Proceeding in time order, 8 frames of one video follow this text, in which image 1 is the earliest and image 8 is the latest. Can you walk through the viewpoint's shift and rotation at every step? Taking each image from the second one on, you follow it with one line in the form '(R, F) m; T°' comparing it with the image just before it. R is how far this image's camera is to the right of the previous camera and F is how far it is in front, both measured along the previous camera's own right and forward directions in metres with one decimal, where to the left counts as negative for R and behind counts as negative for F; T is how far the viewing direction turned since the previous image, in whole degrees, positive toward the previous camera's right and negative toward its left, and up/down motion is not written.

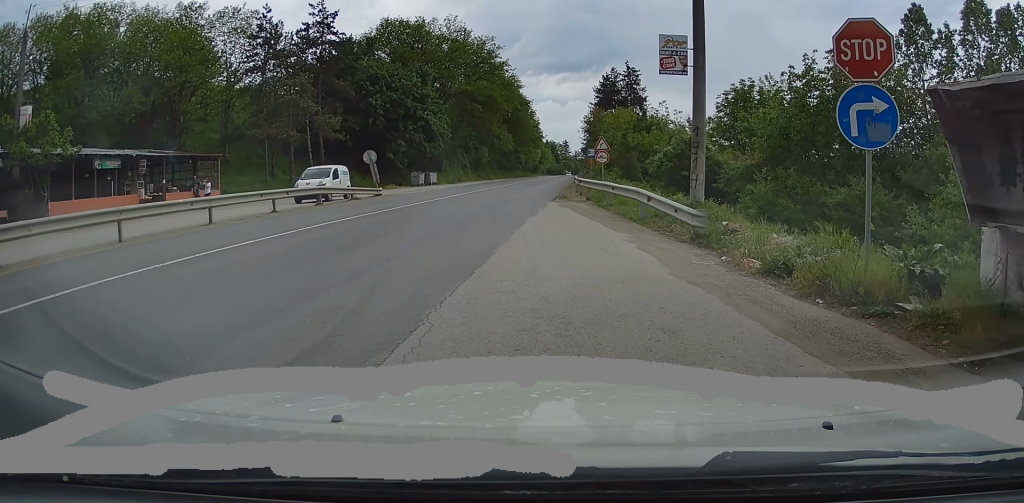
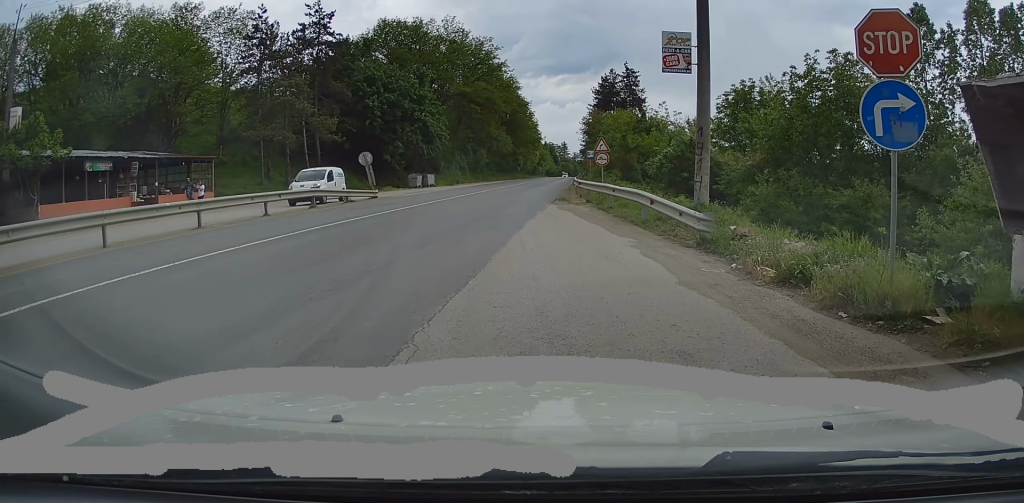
(-0.1, +0.4) m; 0°
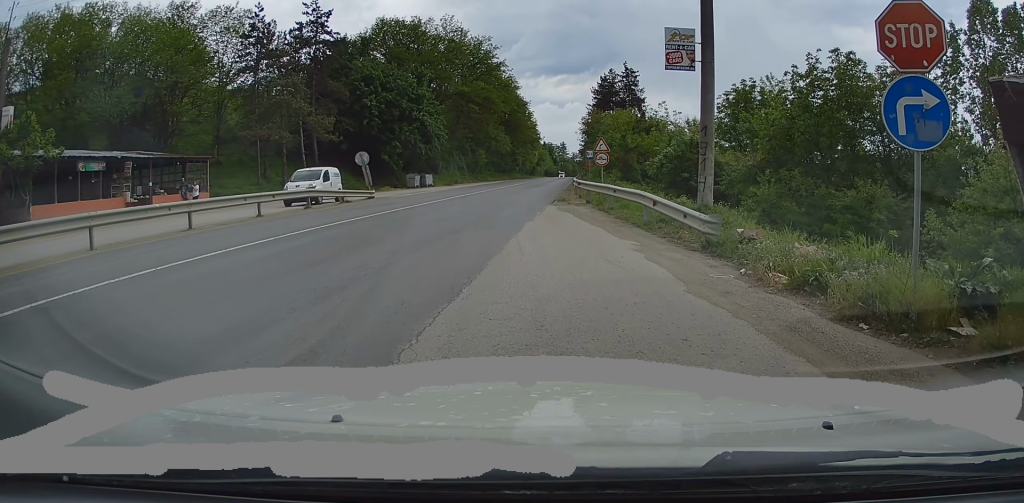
(-0.1, +0.3) m; 0°
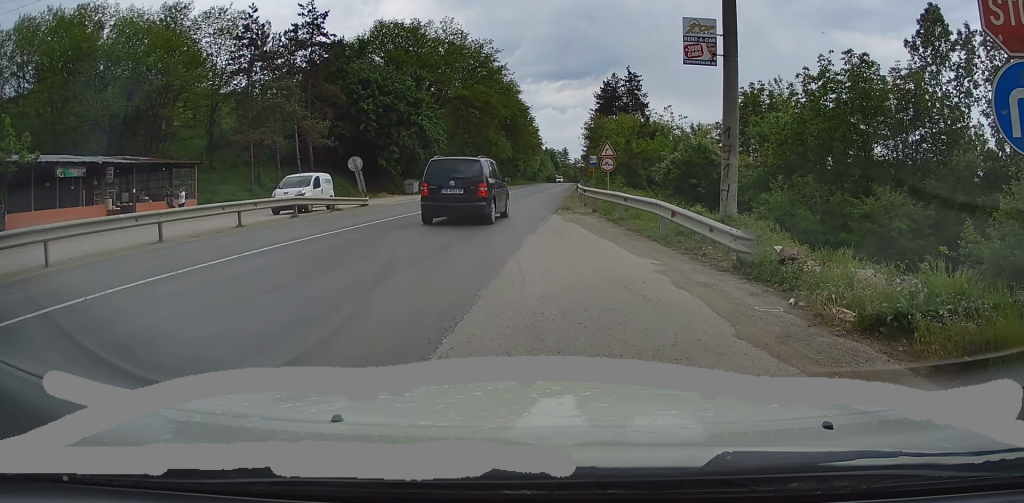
(0.0, +0.9) m; 0°
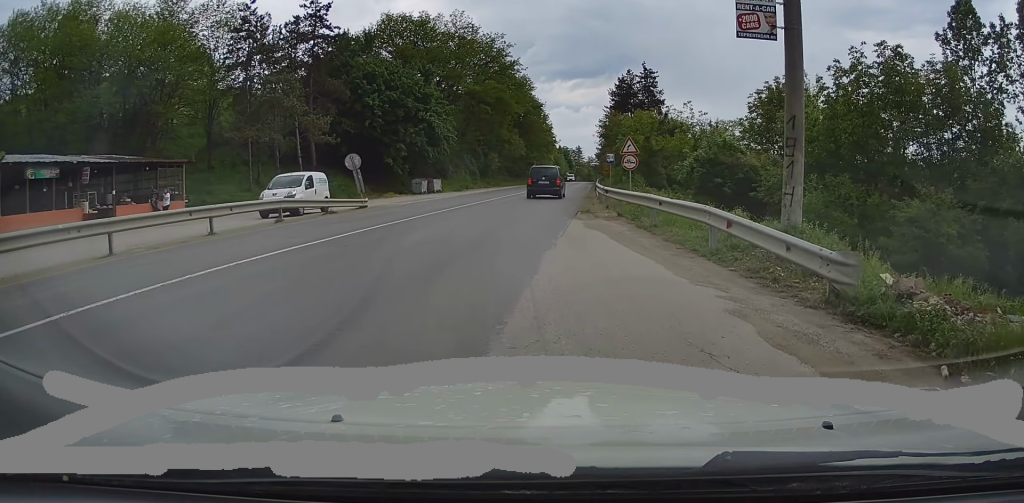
(+0.2, +1.4) m; -5°
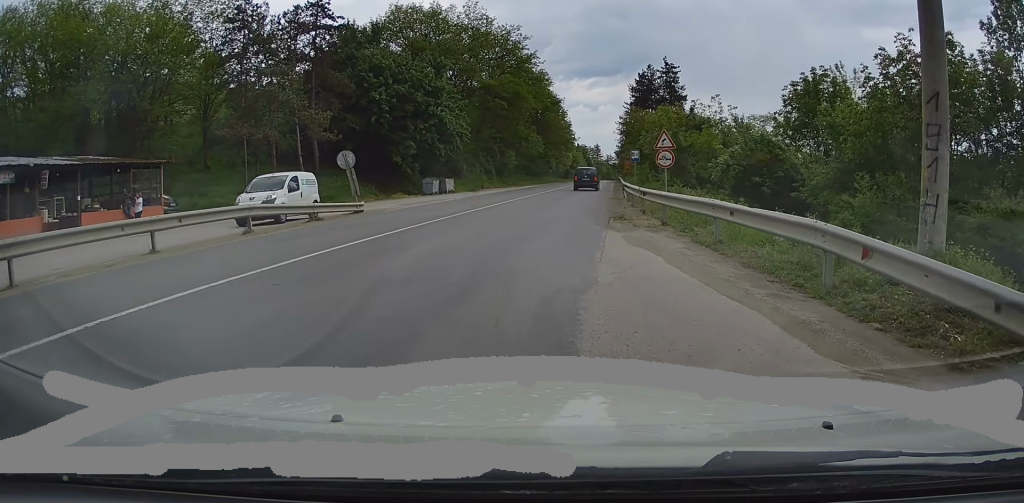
(-0.3, +3.2) m; -5°
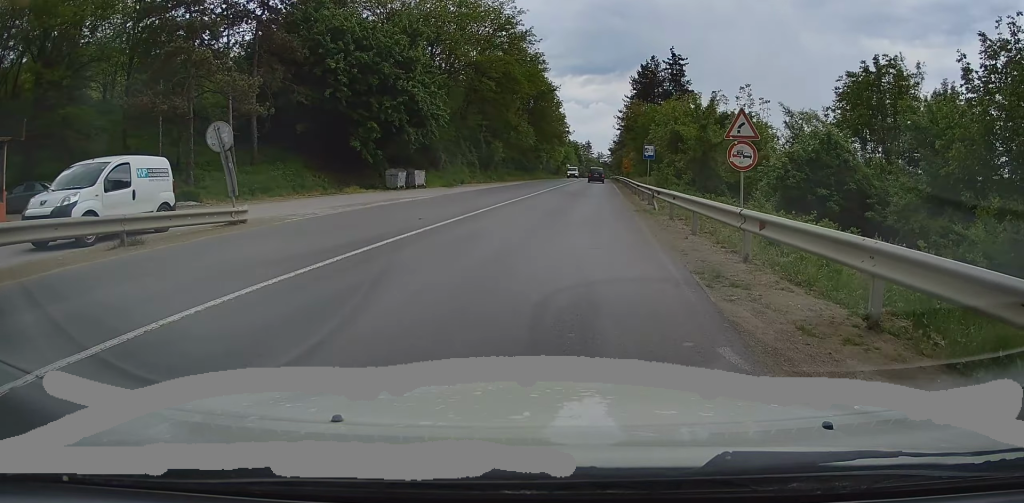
(+0.2, +10.0) m; +3°
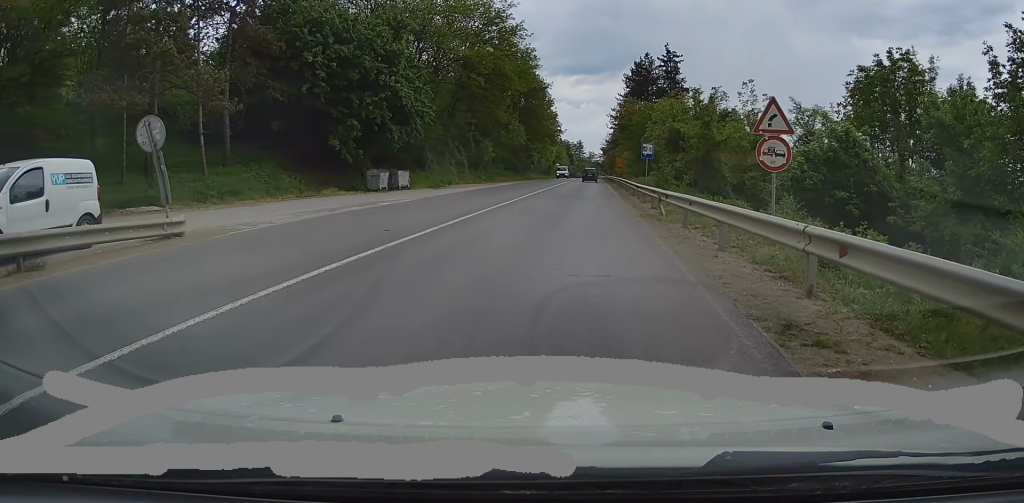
(0.0, +2.7) m; +1°
